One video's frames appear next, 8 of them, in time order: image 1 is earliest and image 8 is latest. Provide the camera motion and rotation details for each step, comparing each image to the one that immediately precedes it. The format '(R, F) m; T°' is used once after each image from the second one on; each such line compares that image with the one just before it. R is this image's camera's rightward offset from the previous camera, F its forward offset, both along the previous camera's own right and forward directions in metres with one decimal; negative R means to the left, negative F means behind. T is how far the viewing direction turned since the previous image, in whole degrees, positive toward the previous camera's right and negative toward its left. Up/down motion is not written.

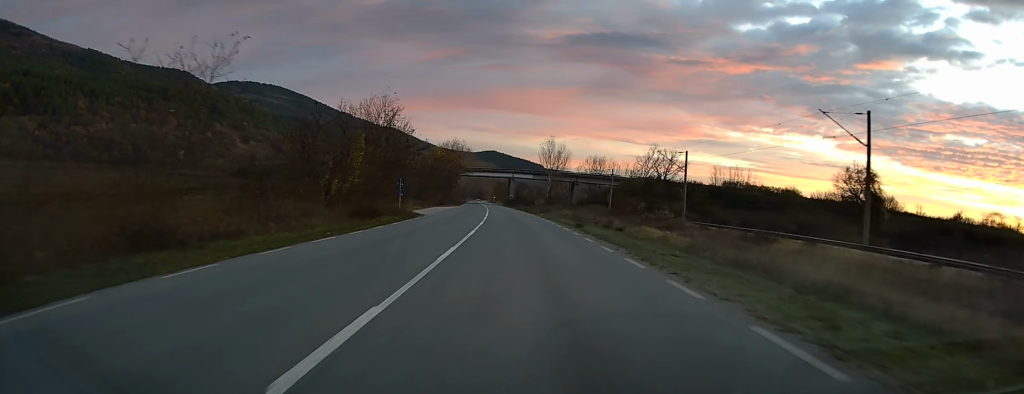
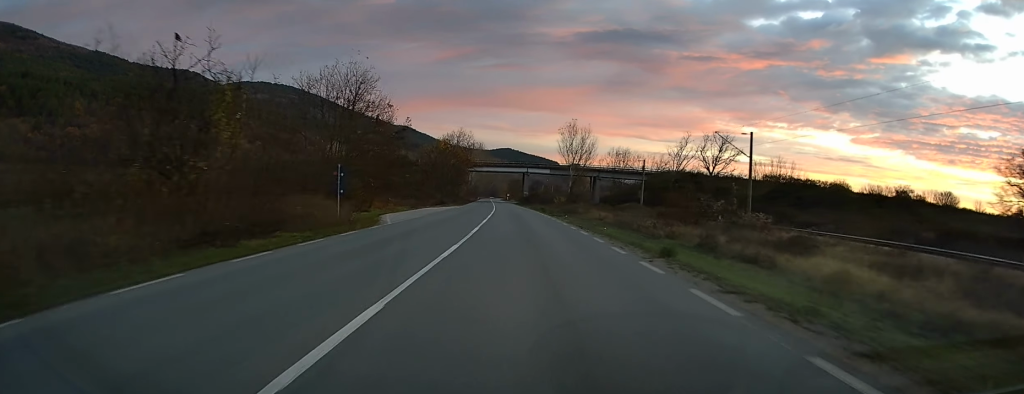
(-0.2, +17.8) m; -1°
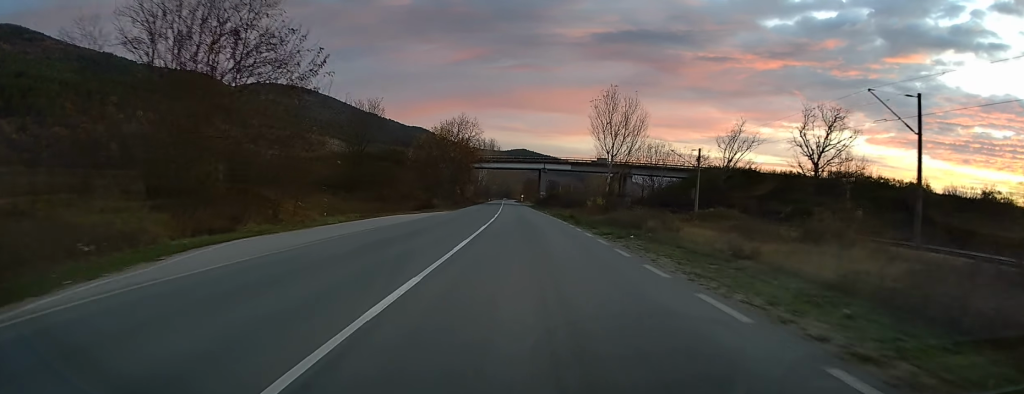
(-0.2, +24.6) m; -1°
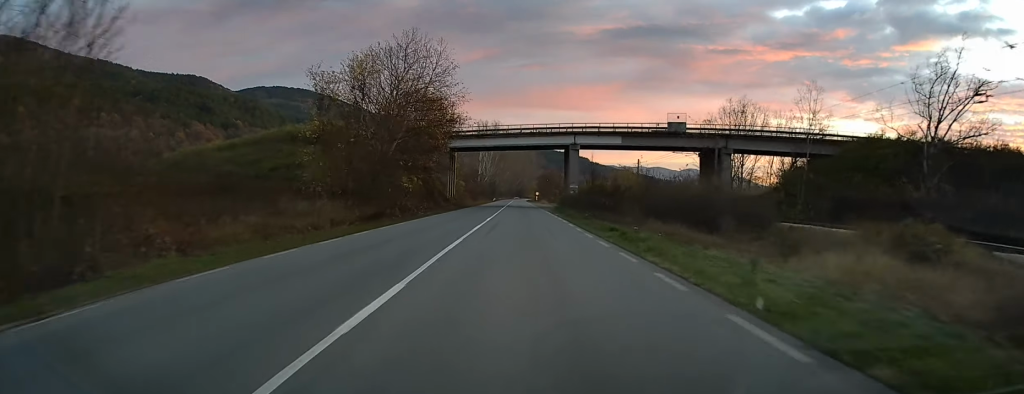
(-0.9, +54.6) m; -1°
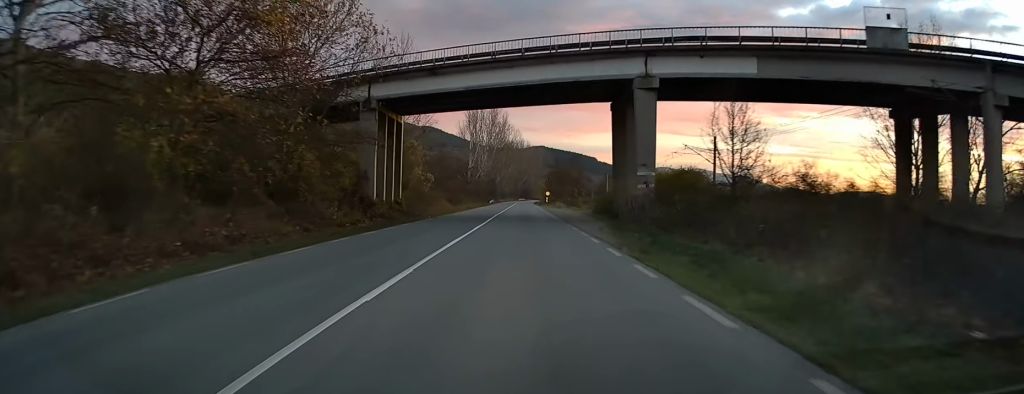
(+0.2, +43.1) m; 0°
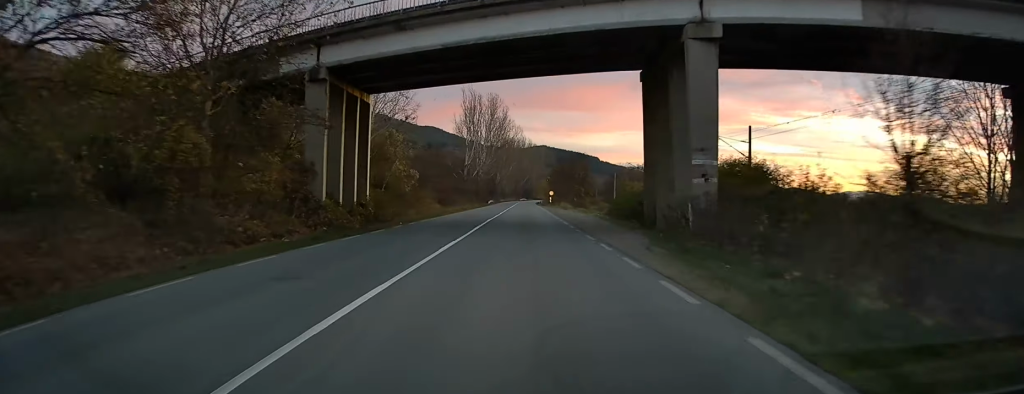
(+0.1, +10.7) m; 0°
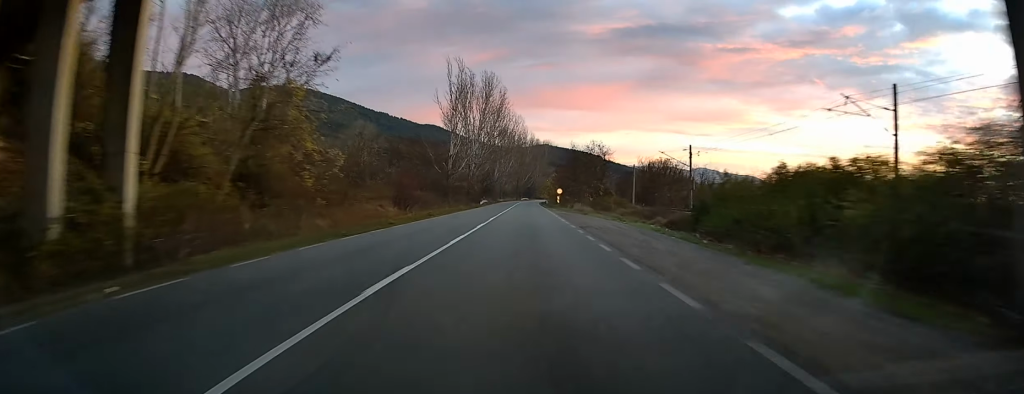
(-0.3, +24.7) m; -1°
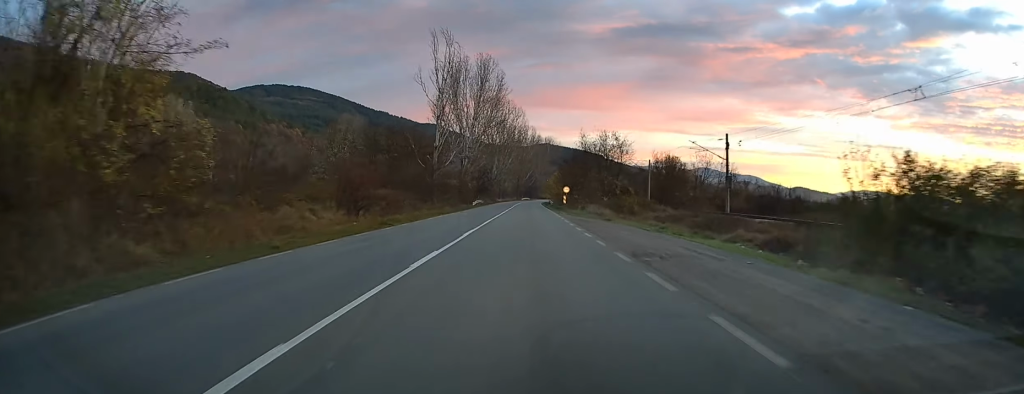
(0.0, +14.8) m; 0°
